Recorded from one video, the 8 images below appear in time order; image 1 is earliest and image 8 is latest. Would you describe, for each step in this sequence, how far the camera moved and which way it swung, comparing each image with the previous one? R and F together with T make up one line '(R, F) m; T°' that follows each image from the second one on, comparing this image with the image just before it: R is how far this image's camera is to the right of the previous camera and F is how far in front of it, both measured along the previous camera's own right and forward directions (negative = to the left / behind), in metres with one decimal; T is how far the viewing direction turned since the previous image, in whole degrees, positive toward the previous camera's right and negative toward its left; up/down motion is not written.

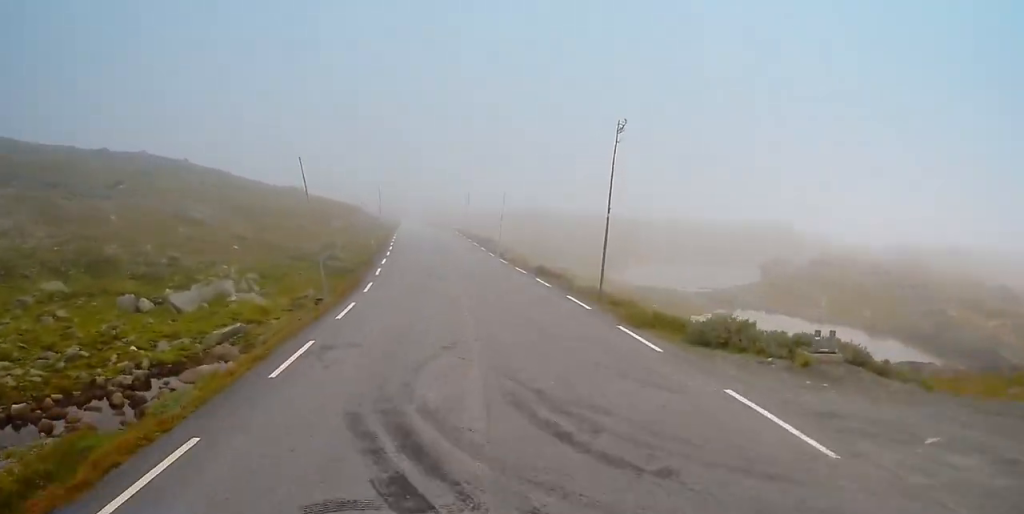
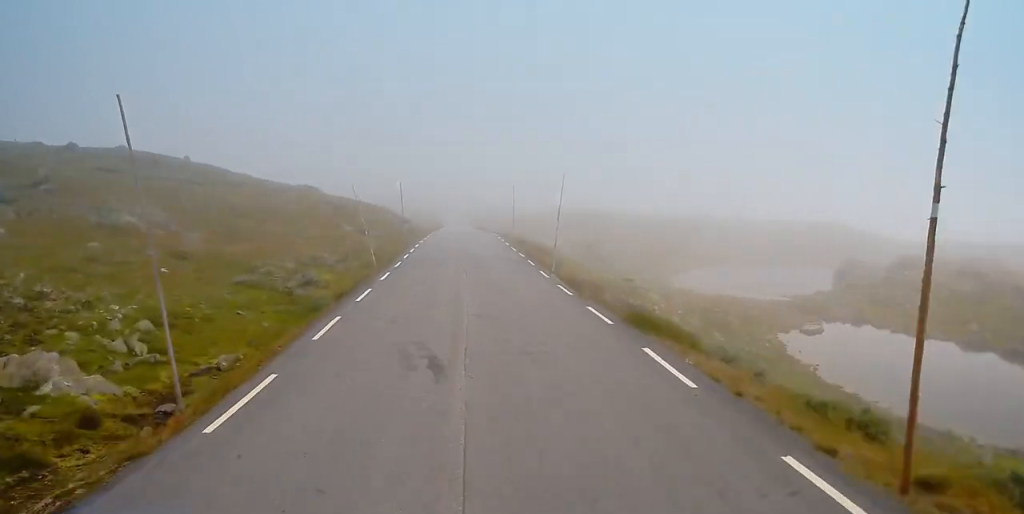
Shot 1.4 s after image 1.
(-0.5, +14.9) m; -5°
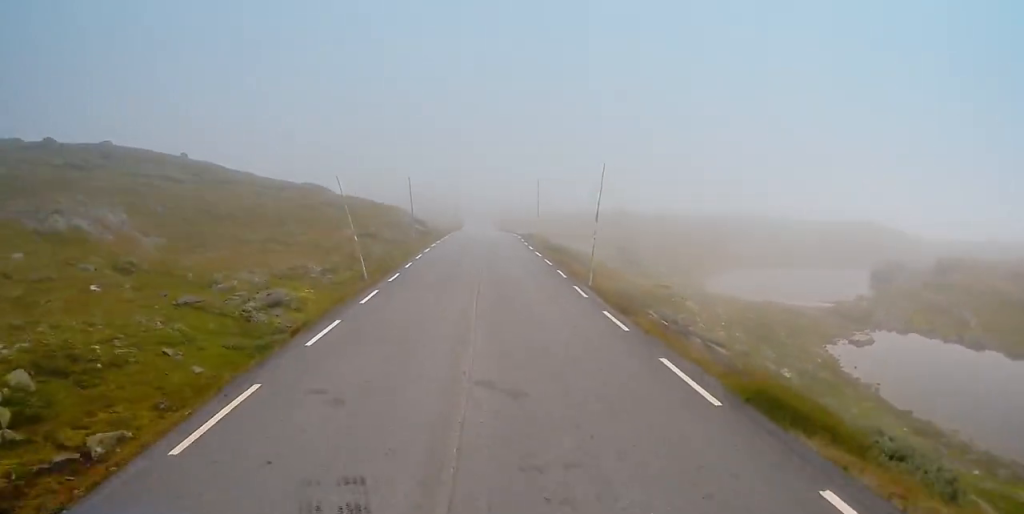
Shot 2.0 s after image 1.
(-0.4, +7.0) m; -1°
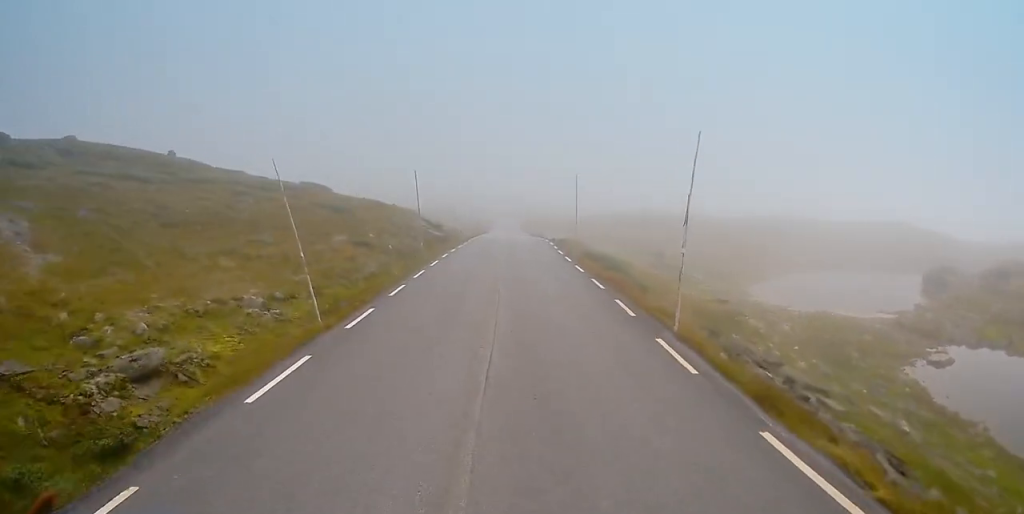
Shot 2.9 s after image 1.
(+0.1, +10.1) m; -1°
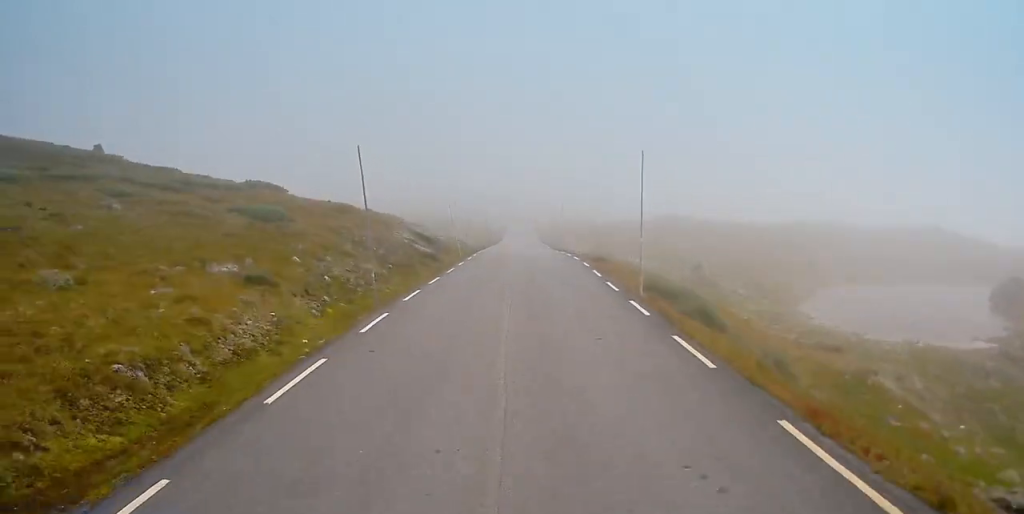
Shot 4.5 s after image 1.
(-0.3, +17.5) m; 0°
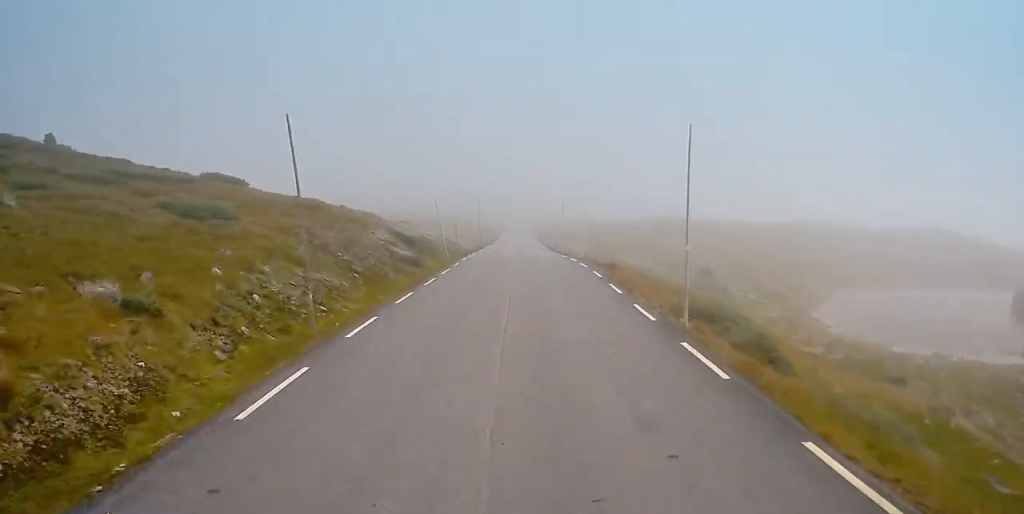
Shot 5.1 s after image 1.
(+0.3, +6.9) m; +1°
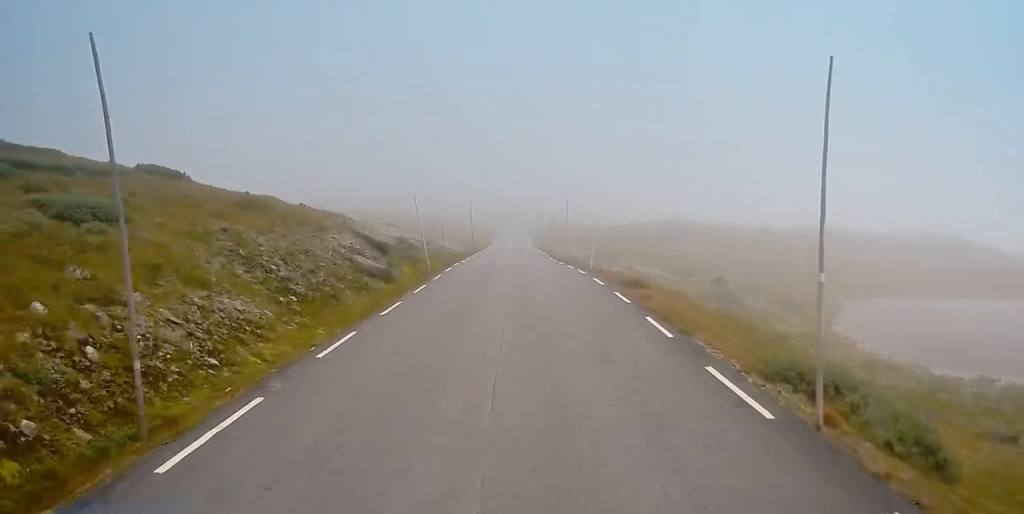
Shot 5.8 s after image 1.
(-0.1, +7.9) m; -1°
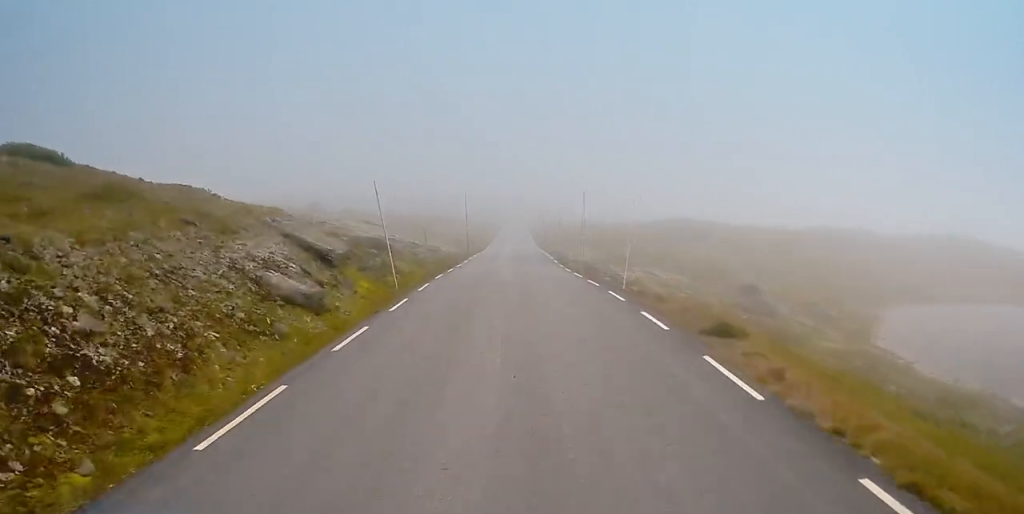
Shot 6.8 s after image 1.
(-0.2, +11.2) m; -1°
